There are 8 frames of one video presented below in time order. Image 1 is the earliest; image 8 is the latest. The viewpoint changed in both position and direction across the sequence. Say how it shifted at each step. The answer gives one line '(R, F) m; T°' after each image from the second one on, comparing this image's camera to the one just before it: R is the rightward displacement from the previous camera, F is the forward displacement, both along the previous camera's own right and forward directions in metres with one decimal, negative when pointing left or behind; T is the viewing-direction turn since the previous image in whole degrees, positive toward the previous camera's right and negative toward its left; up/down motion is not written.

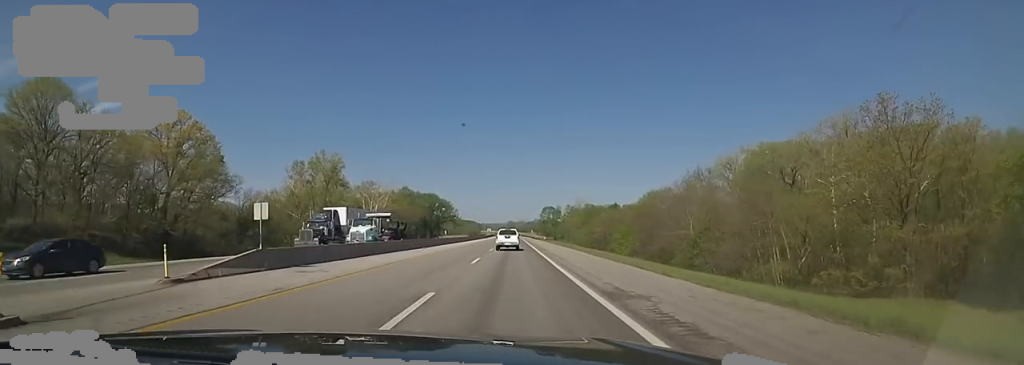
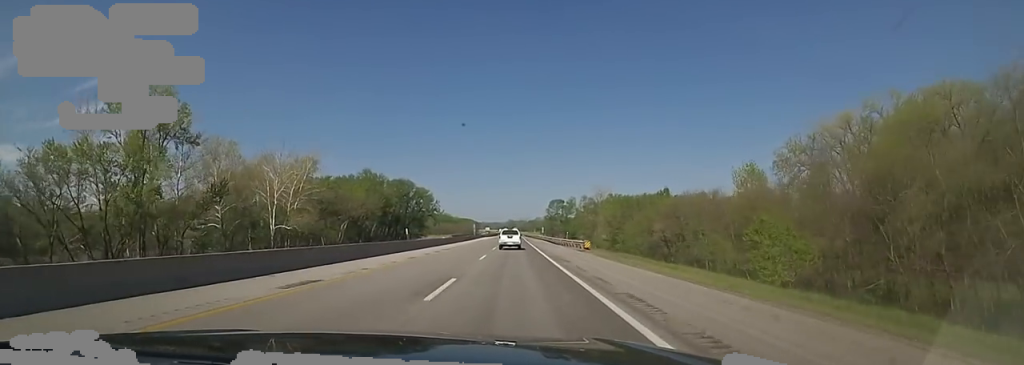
(-1.9, +57.8) m; -2°
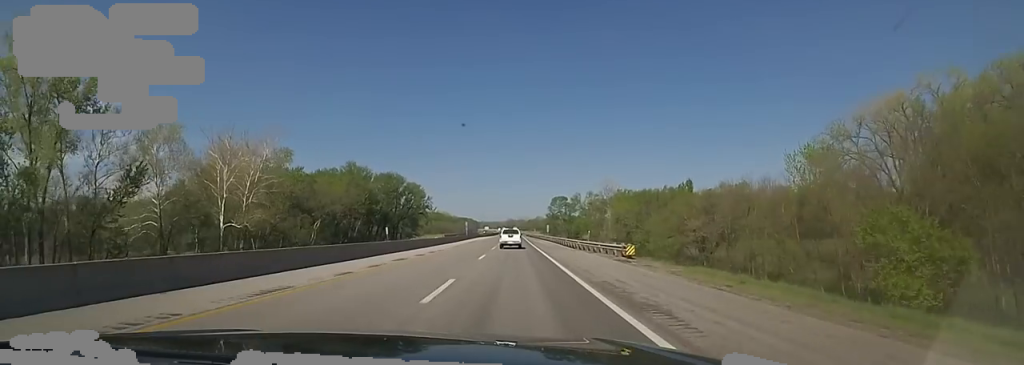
(-0.1, +15.6) m; 0°
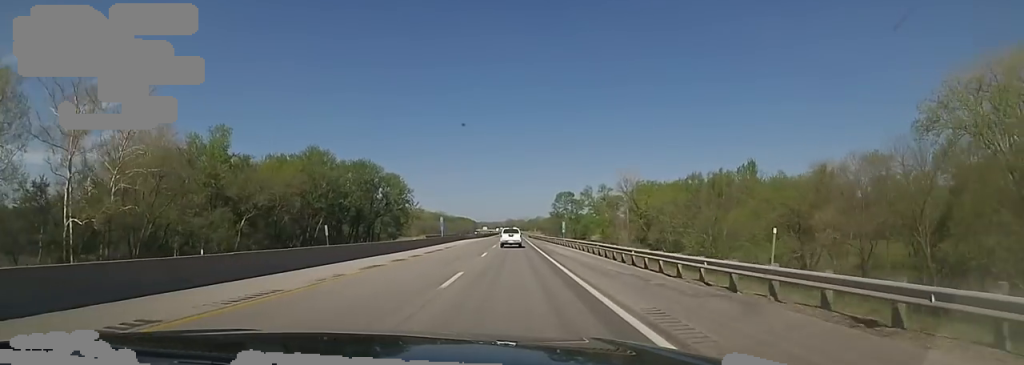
(+1.0, +27.6) m; +2°
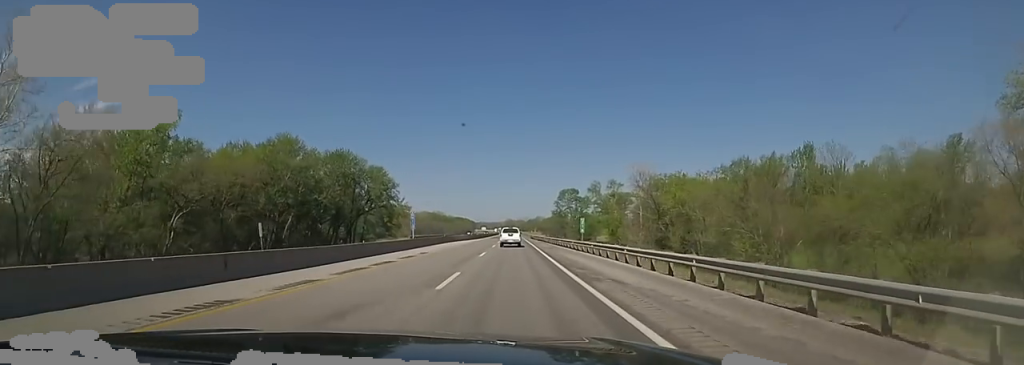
(0.0, +15.6) m; 0°
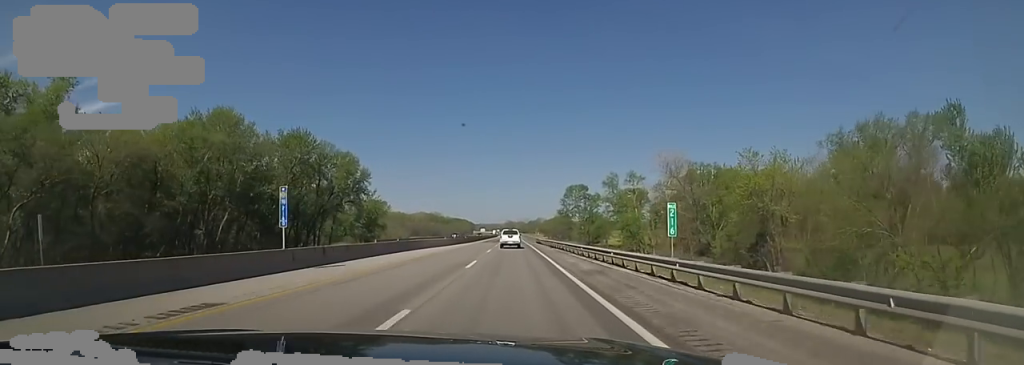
(0.0, +22.9) m; 0°
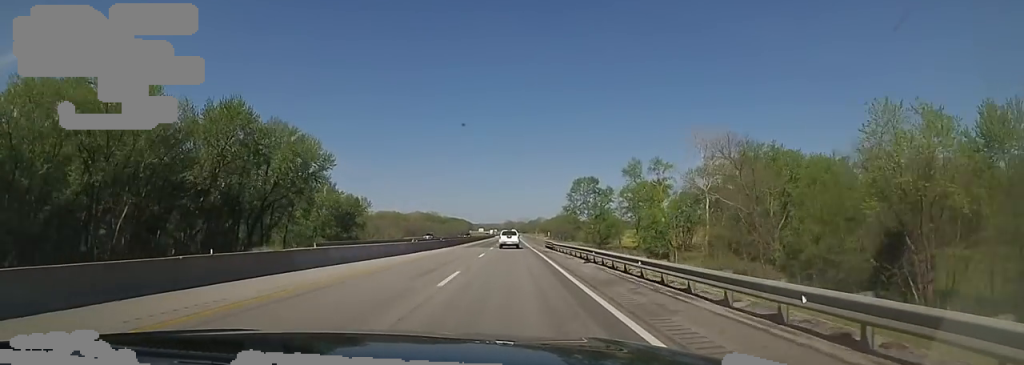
(0.0, +21.8) m; 0°
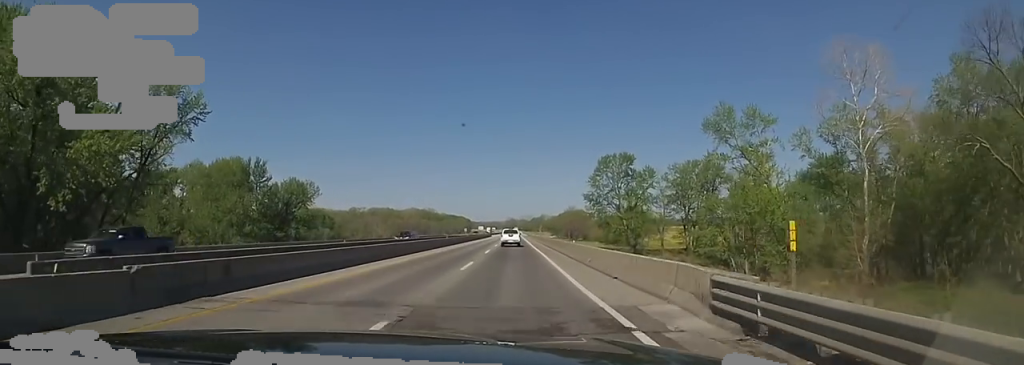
(0.0, +40.0) m; 0°
